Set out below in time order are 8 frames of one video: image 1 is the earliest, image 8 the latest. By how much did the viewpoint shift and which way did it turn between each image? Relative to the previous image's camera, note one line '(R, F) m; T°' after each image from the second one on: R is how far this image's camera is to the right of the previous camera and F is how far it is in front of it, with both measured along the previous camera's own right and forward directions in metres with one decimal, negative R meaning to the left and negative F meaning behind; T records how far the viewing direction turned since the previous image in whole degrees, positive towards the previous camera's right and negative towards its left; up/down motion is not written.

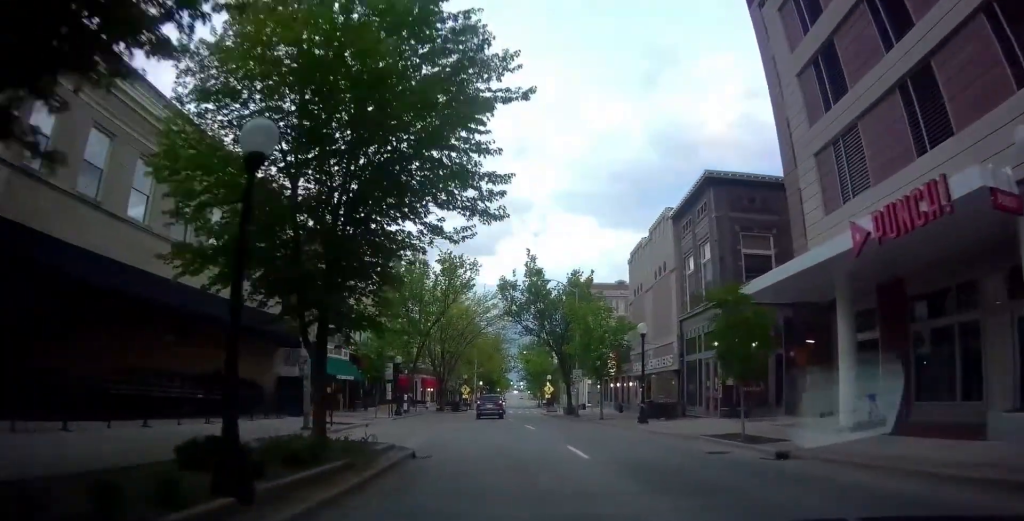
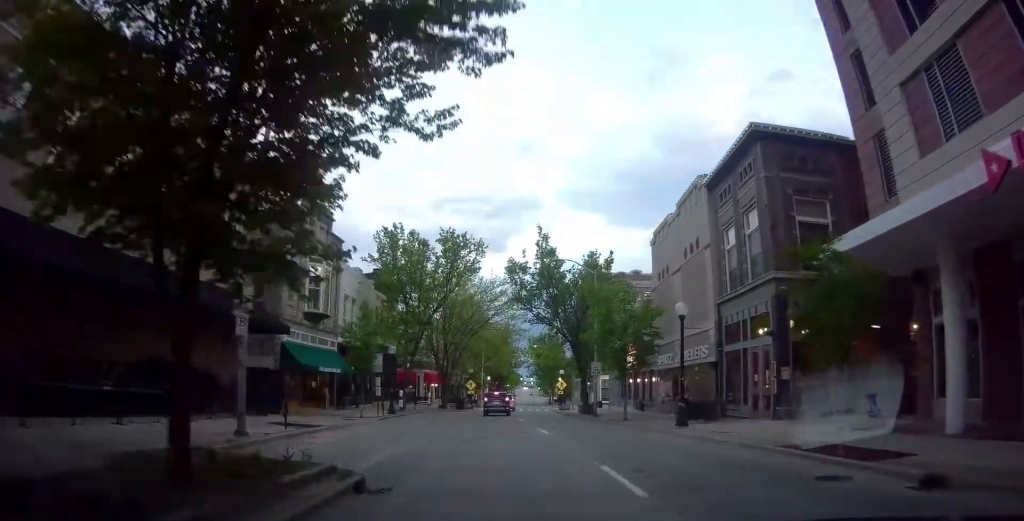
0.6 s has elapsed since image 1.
(-0.4, +5.0) m; -1°
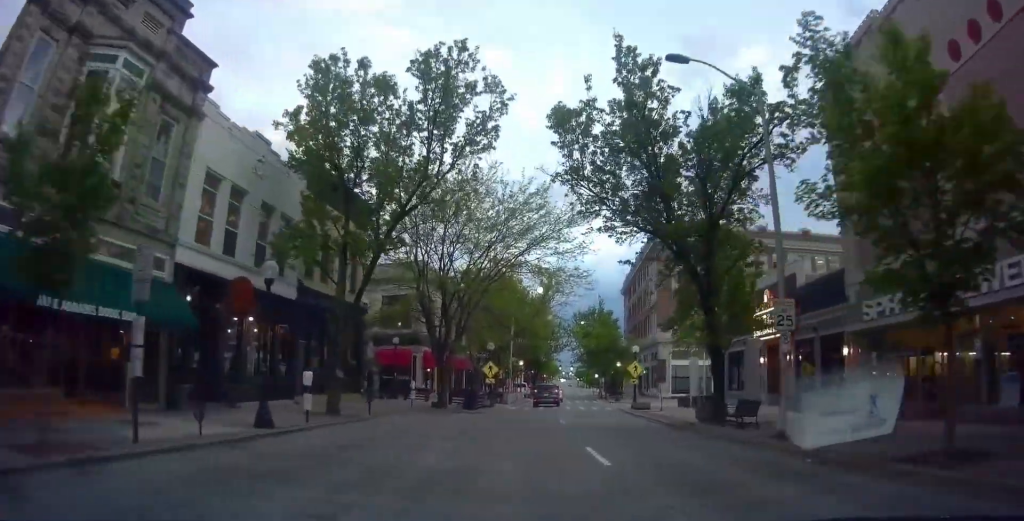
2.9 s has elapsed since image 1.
(+0.3, +21.2) m; -3°
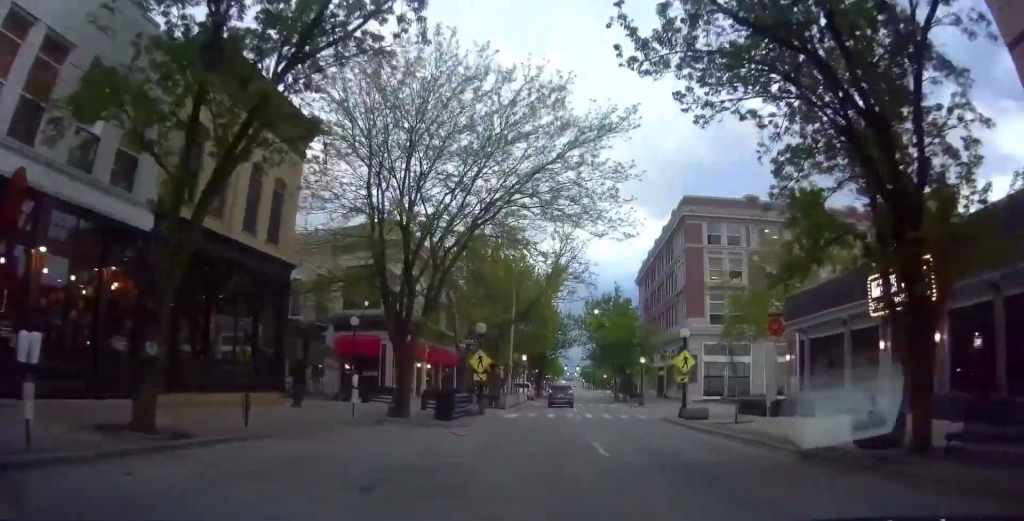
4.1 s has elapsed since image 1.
(-0.5, +10.5) m; 0°
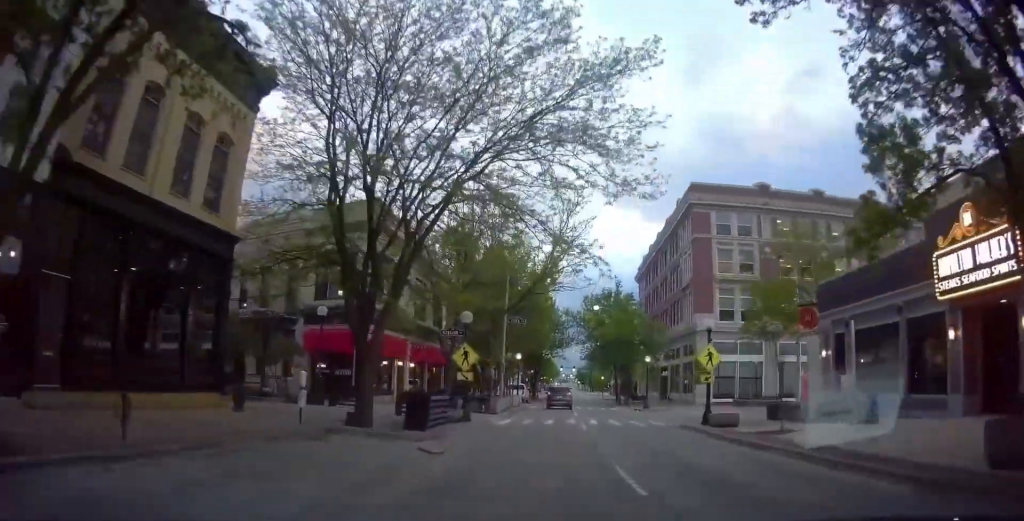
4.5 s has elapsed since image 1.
(+0.2, +3.9) m; +1°
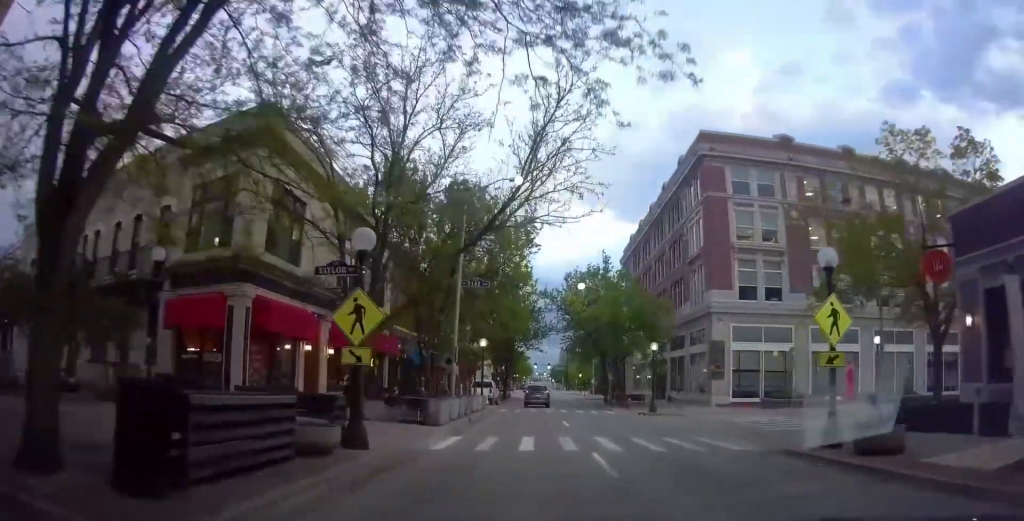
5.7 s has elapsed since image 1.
(-0.1, +10.7) m; -3°
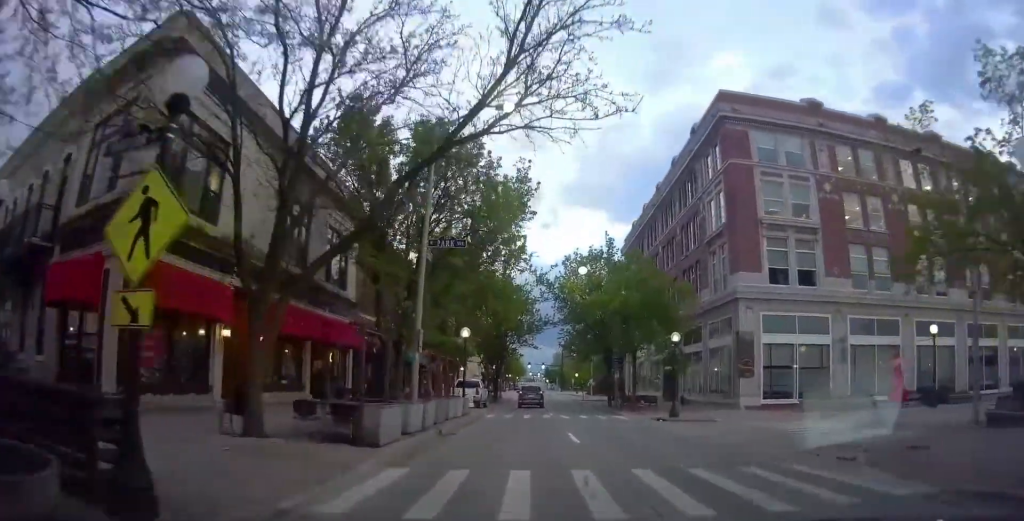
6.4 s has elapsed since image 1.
(-0.3, +6.4) m; +1°
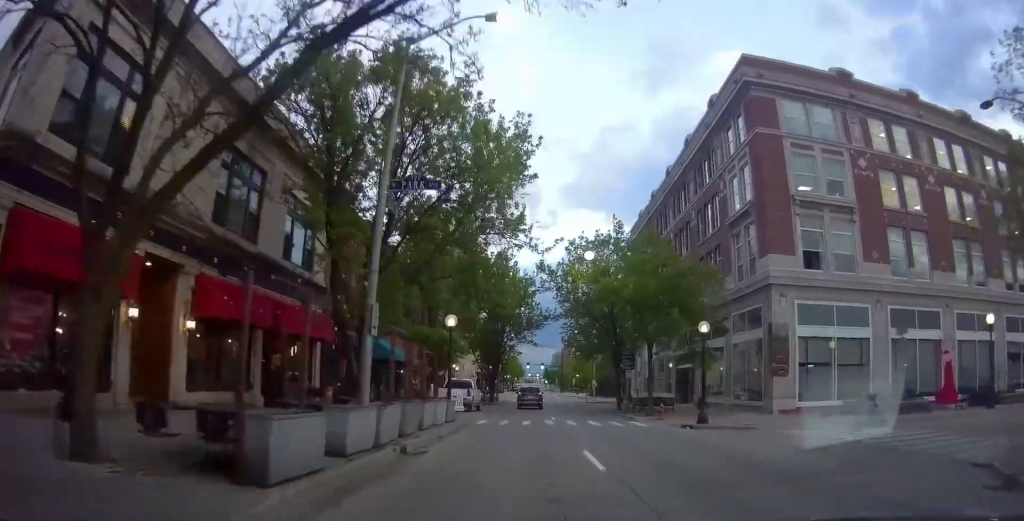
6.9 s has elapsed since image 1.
(-0.2, +4.8) m; +1°
